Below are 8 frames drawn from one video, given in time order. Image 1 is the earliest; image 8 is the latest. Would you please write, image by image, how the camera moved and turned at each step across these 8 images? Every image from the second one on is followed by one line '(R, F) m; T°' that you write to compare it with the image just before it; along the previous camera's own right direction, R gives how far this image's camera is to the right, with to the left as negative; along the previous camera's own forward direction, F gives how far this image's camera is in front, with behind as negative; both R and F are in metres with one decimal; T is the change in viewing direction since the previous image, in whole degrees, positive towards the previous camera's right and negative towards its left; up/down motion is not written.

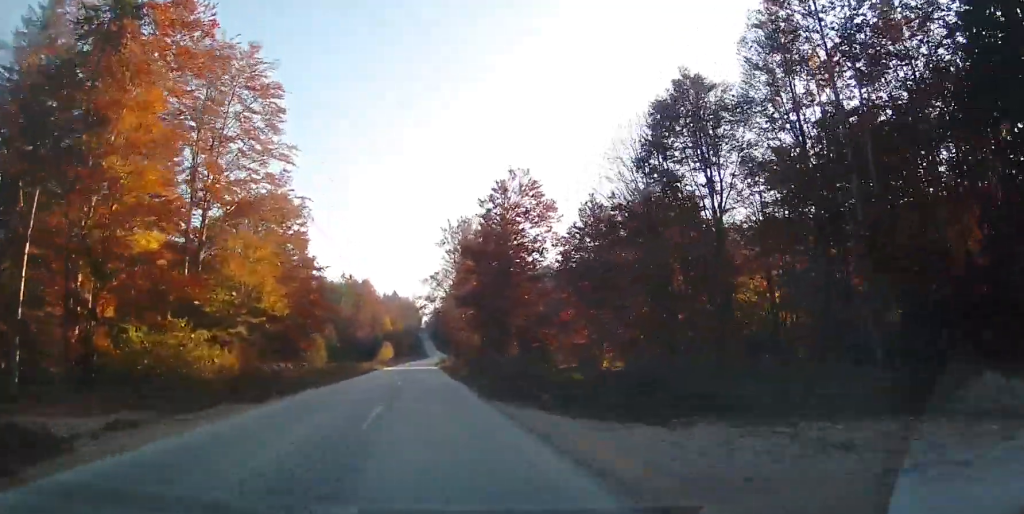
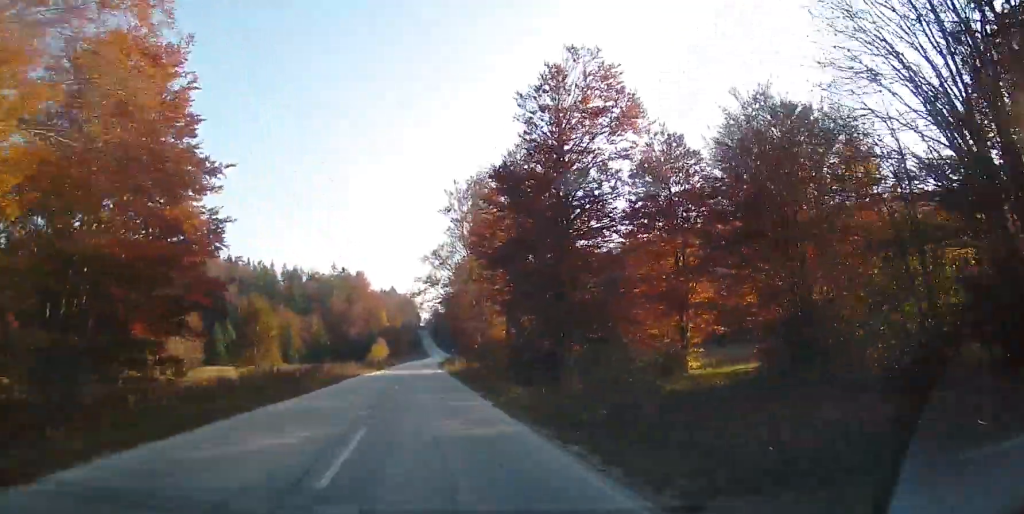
(0.0, +20.7) m; 0°
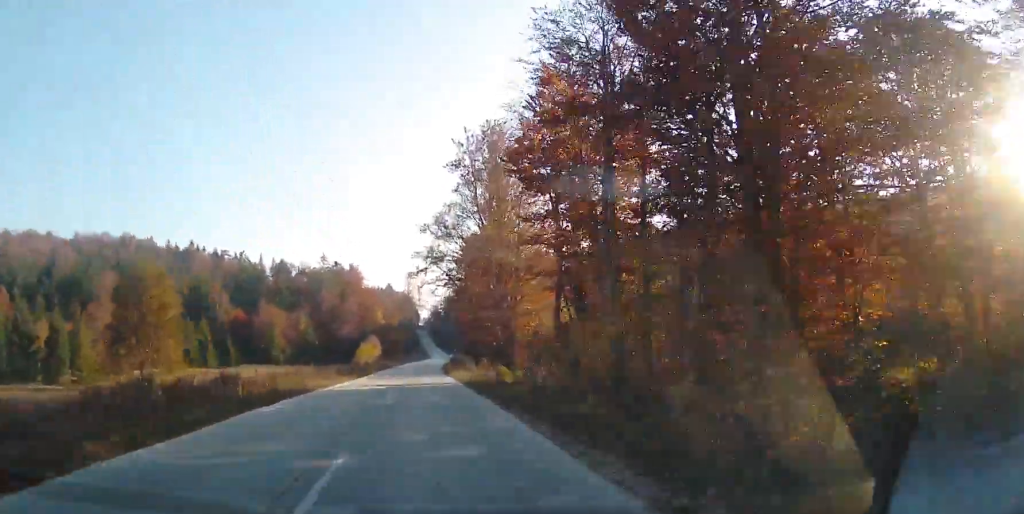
(0.0, +18.4) m; 0°
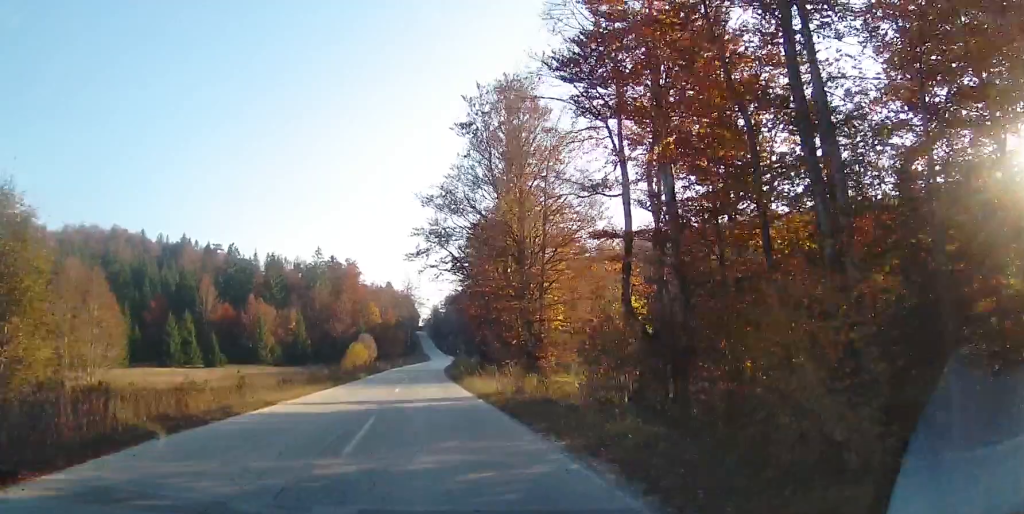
(0.0, +10.4) m; 0°
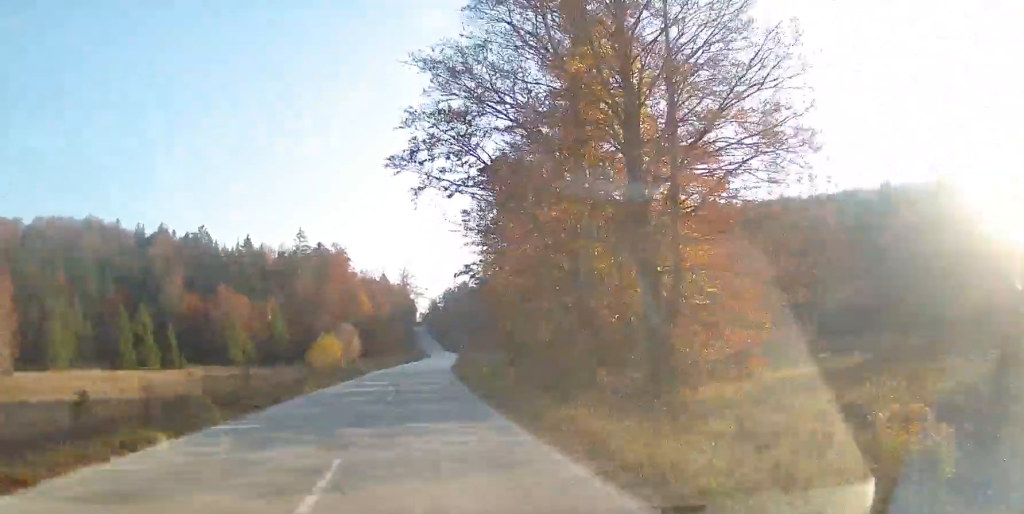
(0.0, +21.5) m; 0°
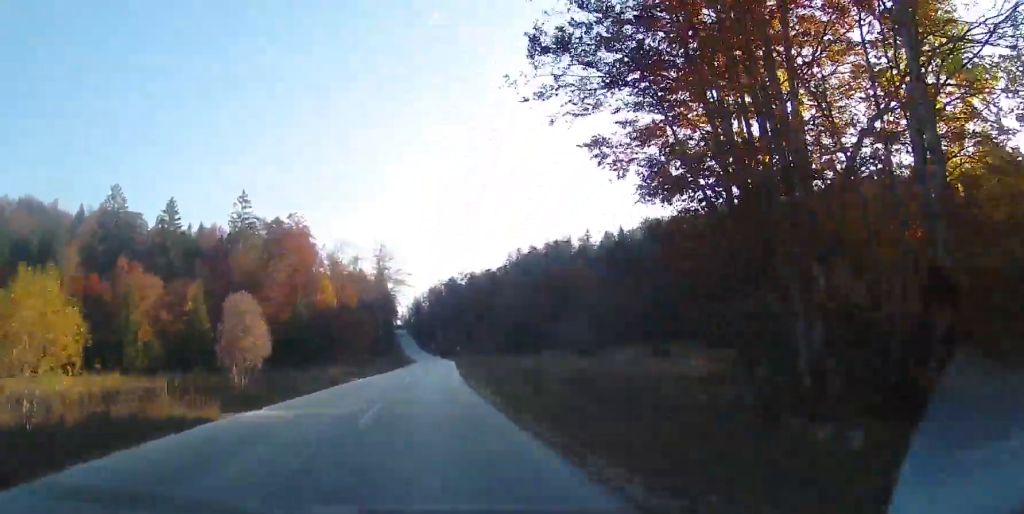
(0.0, +37.5) m; +1°
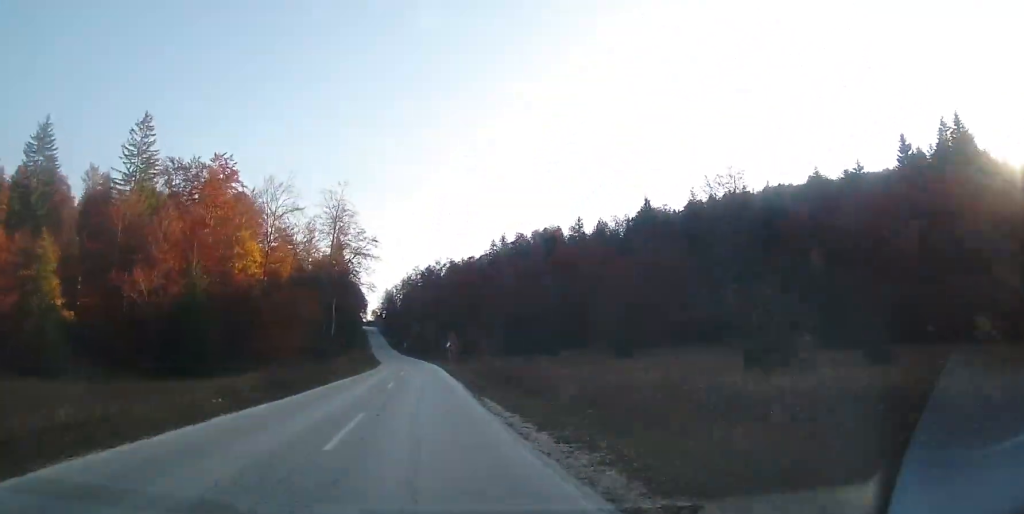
(+0.7, +35.1) m; +3°
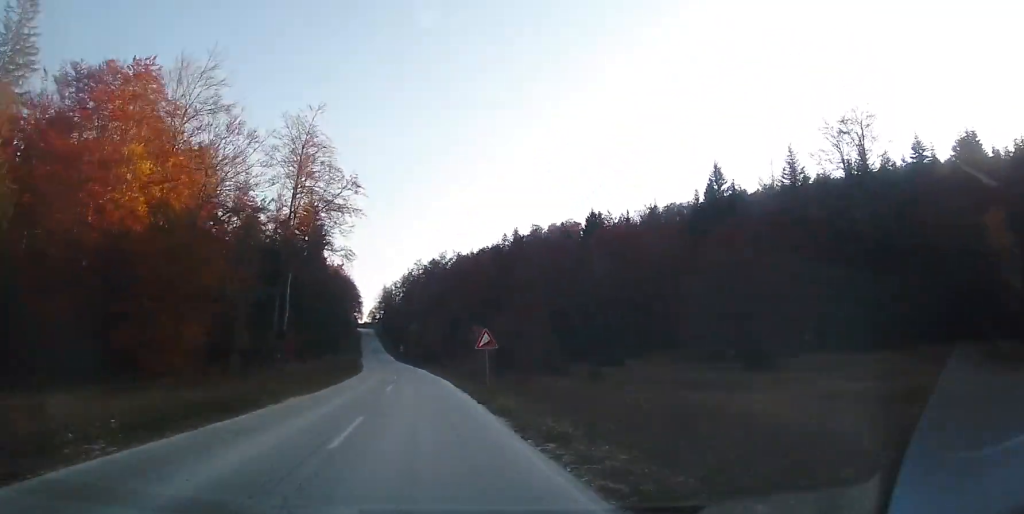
(+0.7, +31.1) m; +1°
